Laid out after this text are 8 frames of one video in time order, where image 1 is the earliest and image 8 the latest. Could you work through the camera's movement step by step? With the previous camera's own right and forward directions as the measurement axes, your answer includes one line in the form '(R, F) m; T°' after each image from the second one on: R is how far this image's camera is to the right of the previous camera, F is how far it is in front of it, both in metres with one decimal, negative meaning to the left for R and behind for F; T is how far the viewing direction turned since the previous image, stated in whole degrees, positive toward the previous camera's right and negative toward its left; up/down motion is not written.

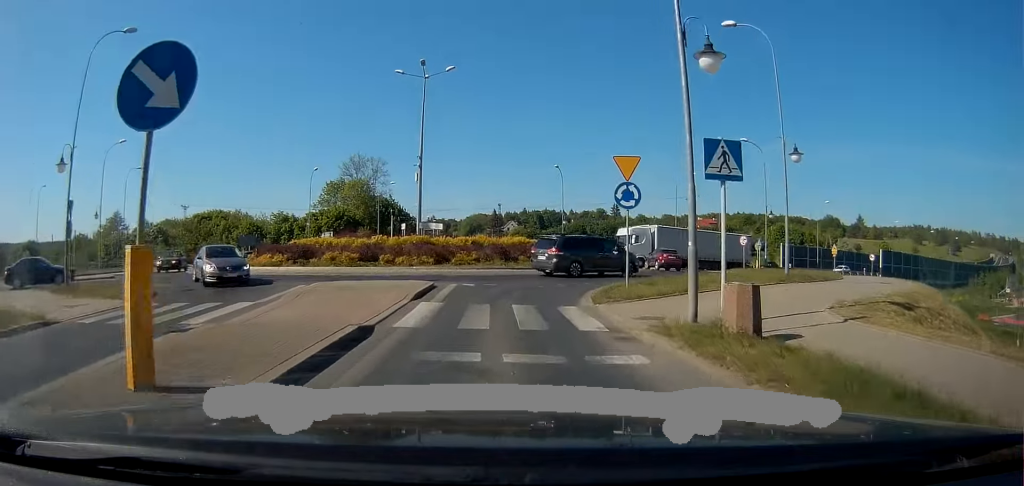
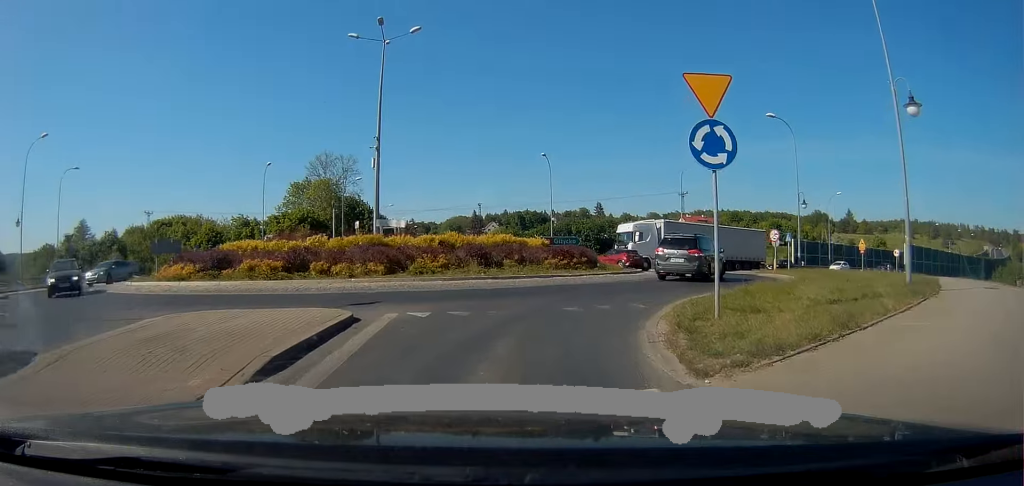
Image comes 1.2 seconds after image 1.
(+0.4, +7.4) m; +6°
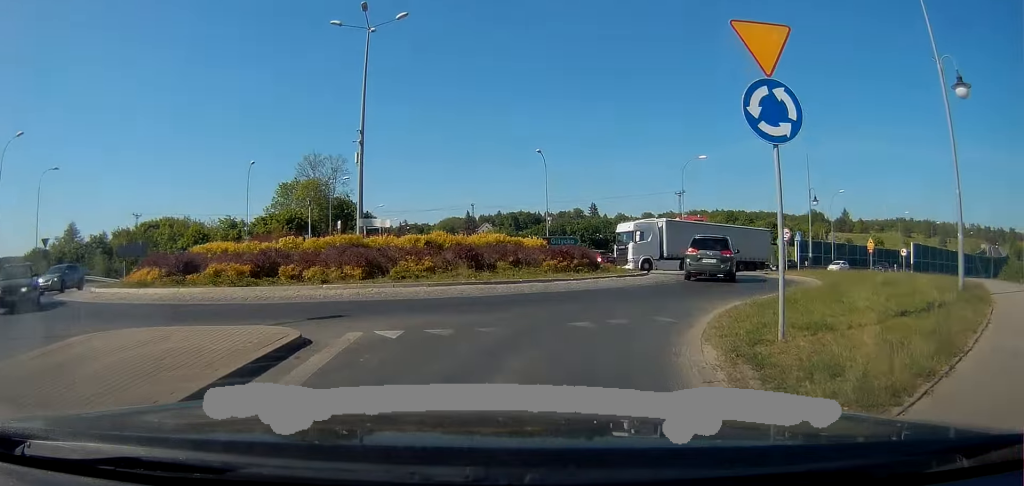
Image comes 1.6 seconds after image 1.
(0.0, +2.0) m; +2°
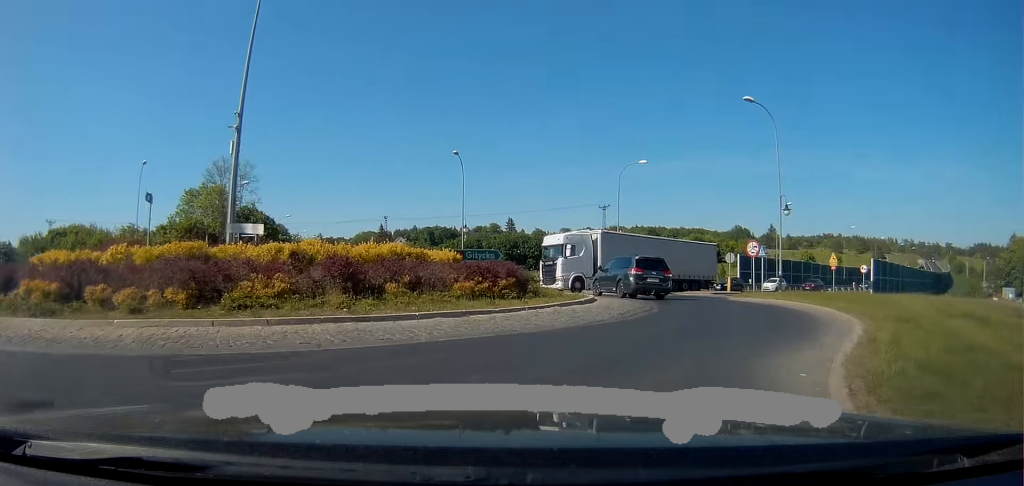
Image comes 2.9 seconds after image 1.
(+0.4, +5.8) m; +14°
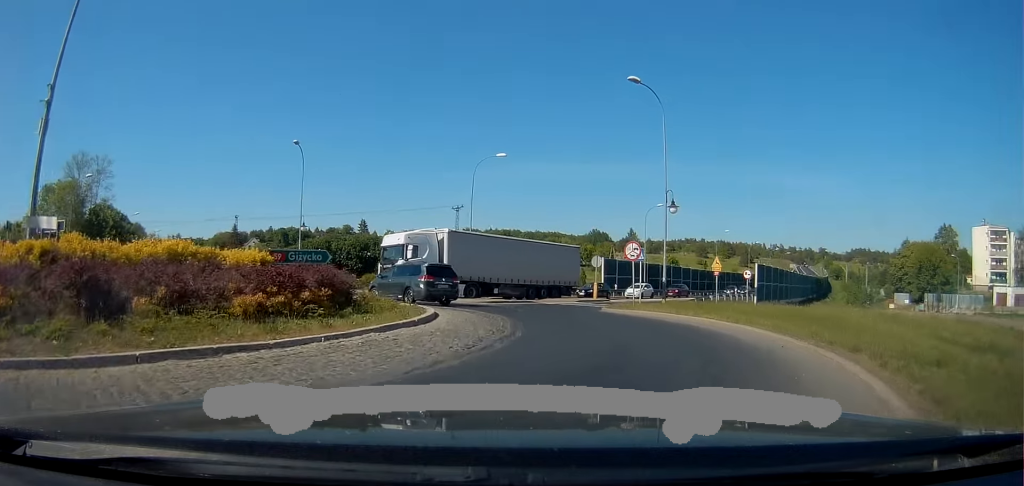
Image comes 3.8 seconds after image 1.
(+0.6, +4.4) m; +9°
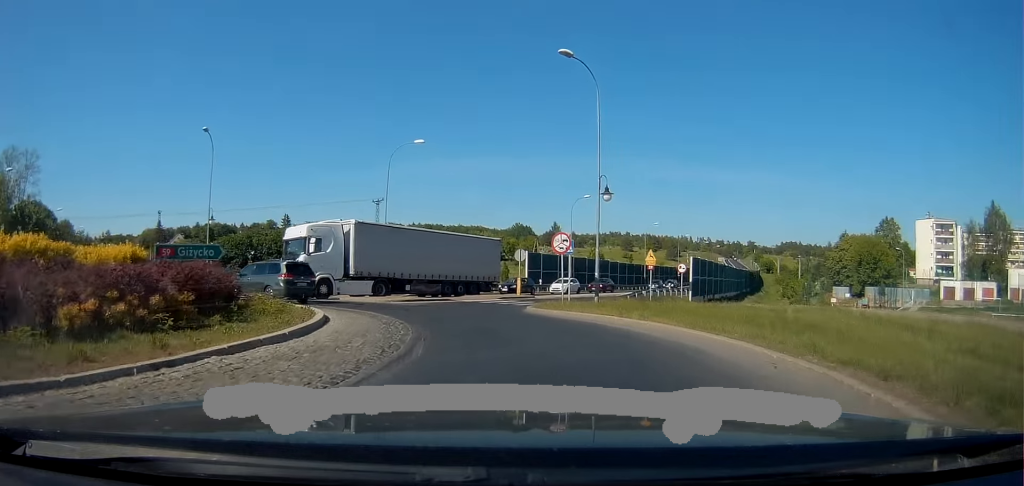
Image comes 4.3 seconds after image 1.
(+0.1, +2.8) m; +1°
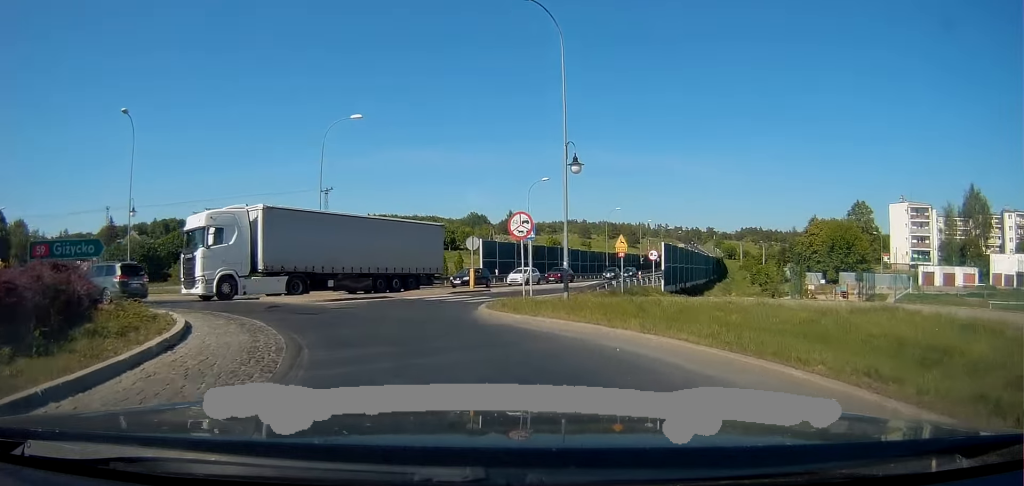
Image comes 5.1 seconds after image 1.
(+0.1, +4.7) m; -5°
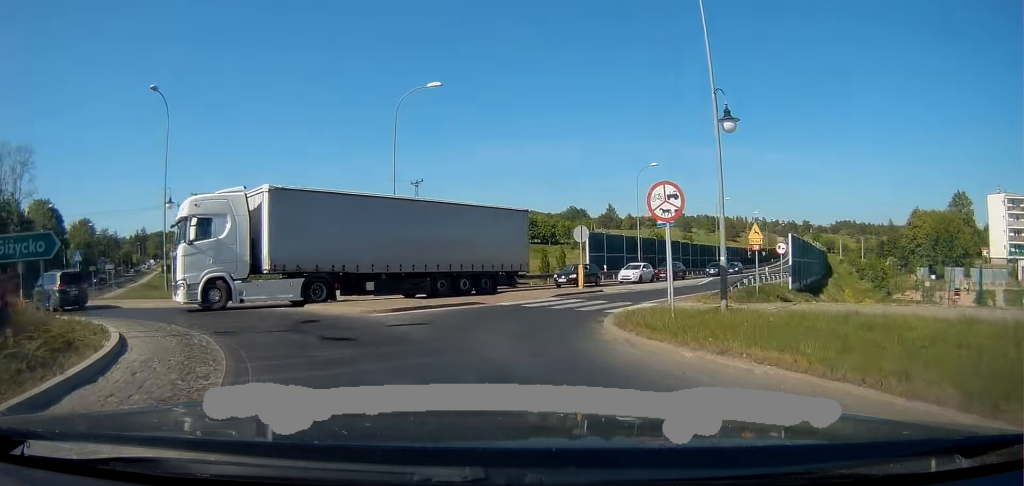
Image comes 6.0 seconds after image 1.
(-0.7, +5.3) m; -15°
